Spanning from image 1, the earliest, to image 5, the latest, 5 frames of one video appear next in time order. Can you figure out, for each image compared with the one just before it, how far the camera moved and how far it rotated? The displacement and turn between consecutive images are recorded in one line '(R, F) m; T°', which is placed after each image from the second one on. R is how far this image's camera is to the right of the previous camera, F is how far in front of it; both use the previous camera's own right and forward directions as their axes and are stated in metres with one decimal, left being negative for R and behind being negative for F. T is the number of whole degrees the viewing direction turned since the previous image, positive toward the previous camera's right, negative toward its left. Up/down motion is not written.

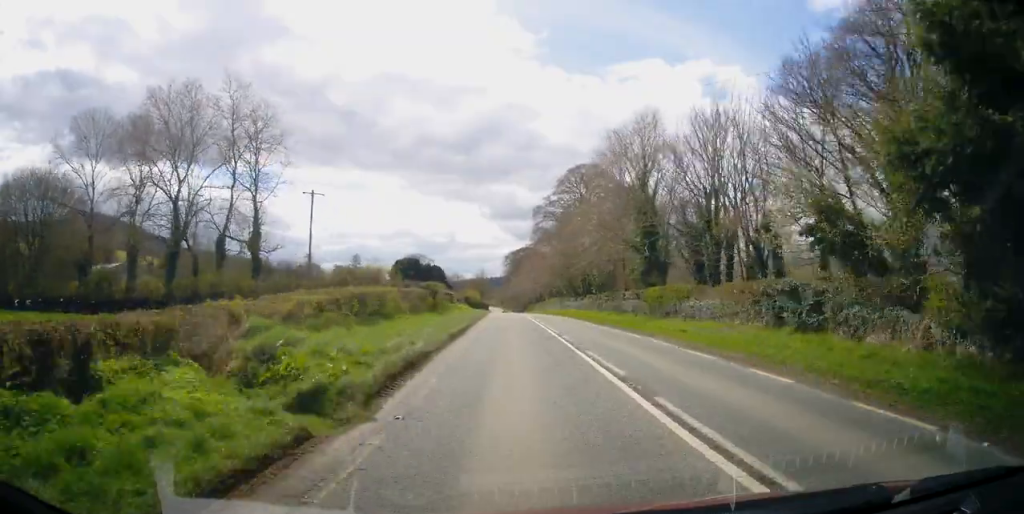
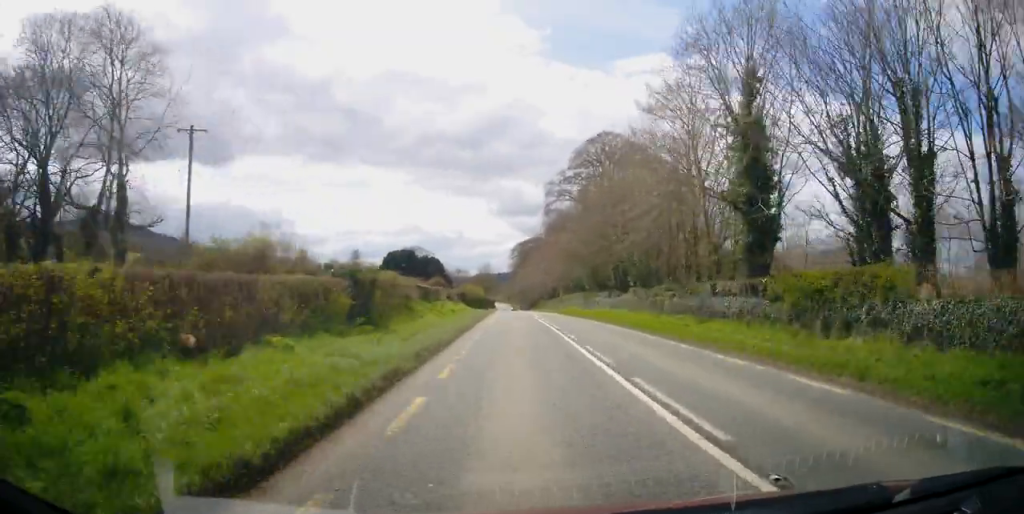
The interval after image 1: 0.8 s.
(0.0, +17.4) m; -1°
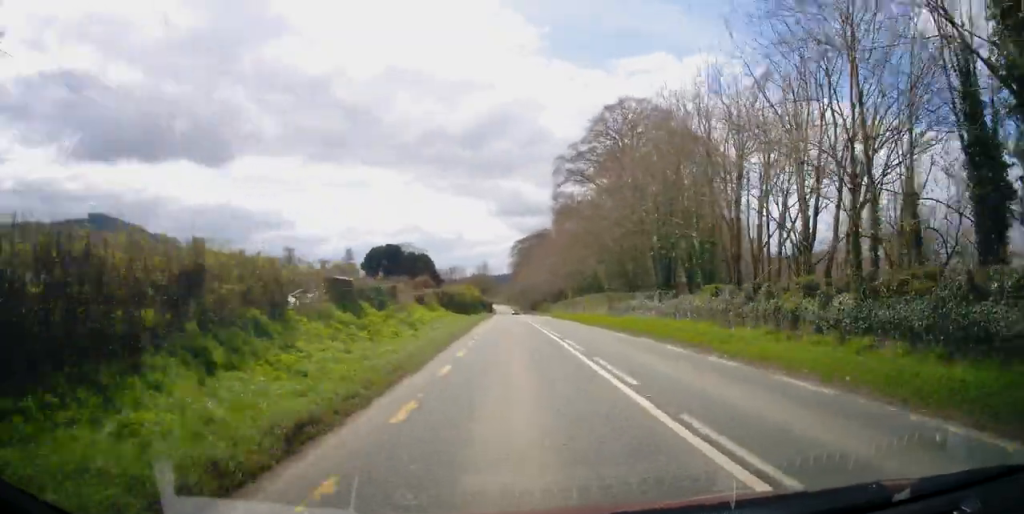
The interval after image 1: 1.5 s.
(-0.2, +15.2) m; 0°
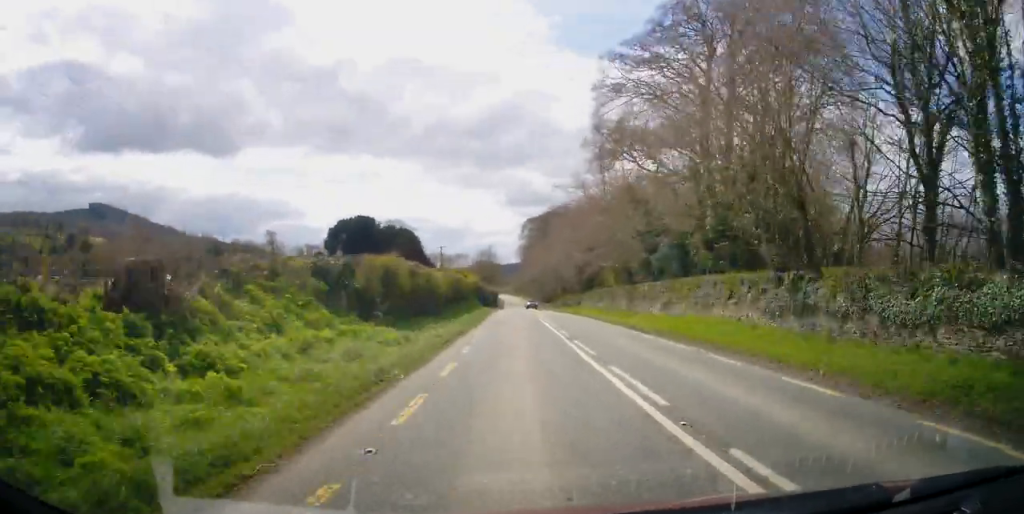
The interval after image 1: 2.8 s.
(-0.1, +27.5) m; 0°
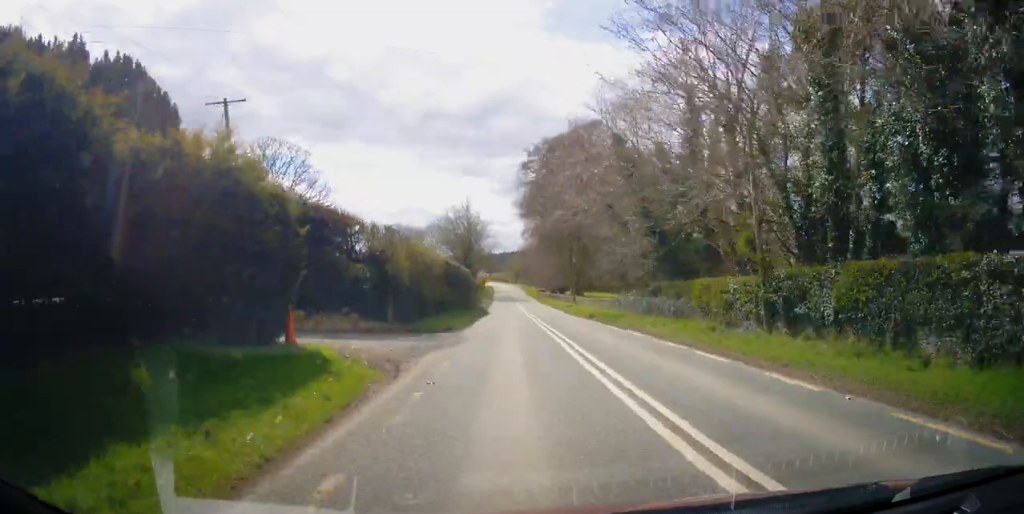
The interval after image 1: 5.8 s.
(-0.2, +66.6) m; 0°
